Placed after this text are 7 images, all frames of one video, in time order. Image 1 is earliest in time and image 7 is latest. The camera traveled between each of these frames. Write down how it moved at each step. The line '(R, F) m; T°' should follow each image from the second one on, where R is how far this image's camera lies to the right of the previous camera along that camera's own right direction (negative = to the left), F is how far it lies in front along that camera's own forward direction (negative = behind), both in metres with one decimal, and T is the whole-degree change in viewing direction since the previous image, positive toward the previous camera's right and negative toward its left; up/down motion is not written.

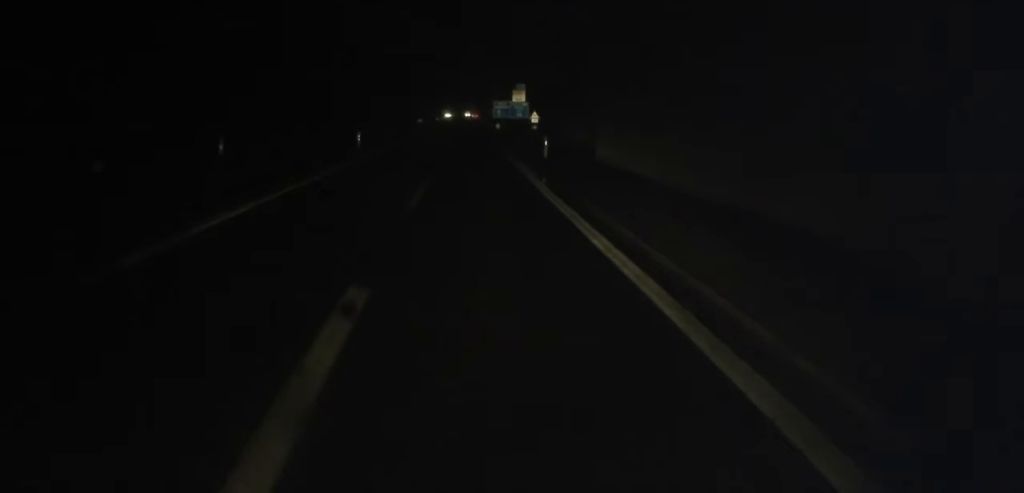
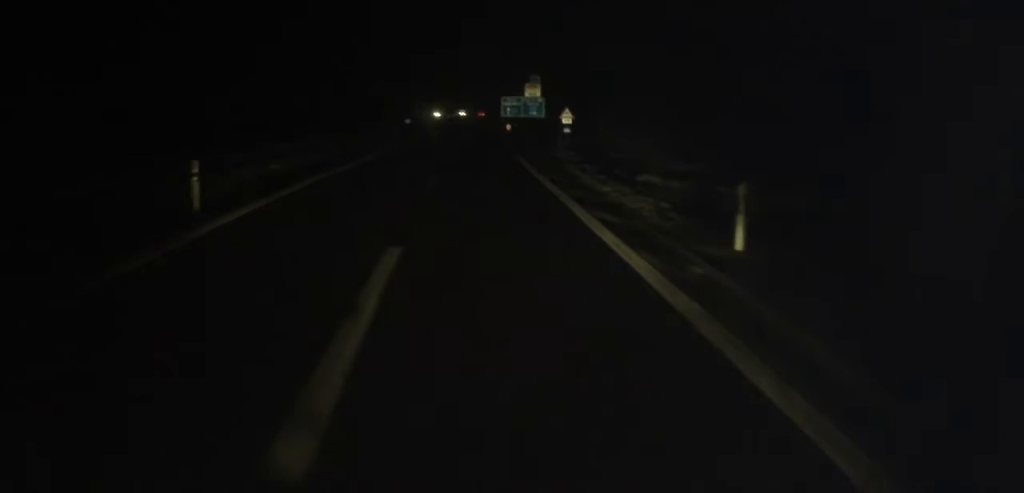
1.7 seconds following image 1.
(-0.2, +22.9) m; -1°
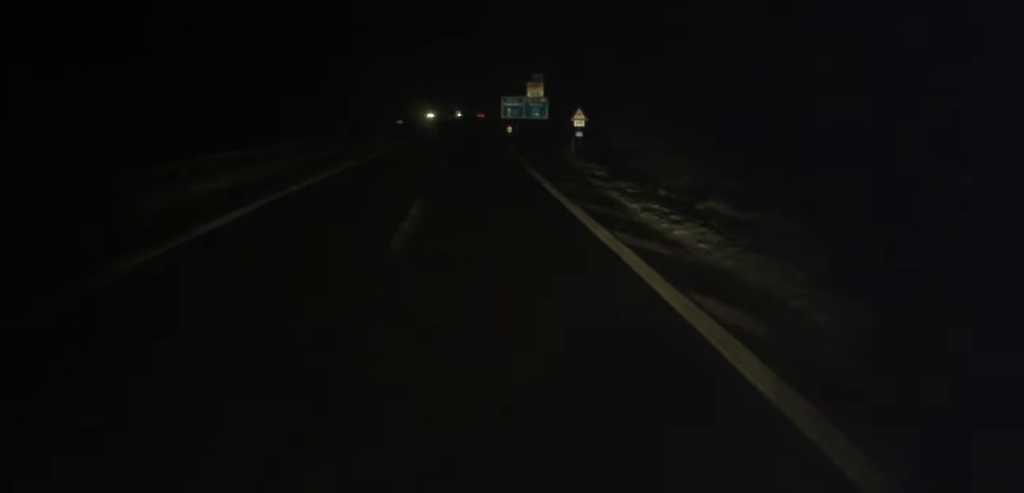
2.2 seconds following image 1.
(0.0, +6.8) m; -1°
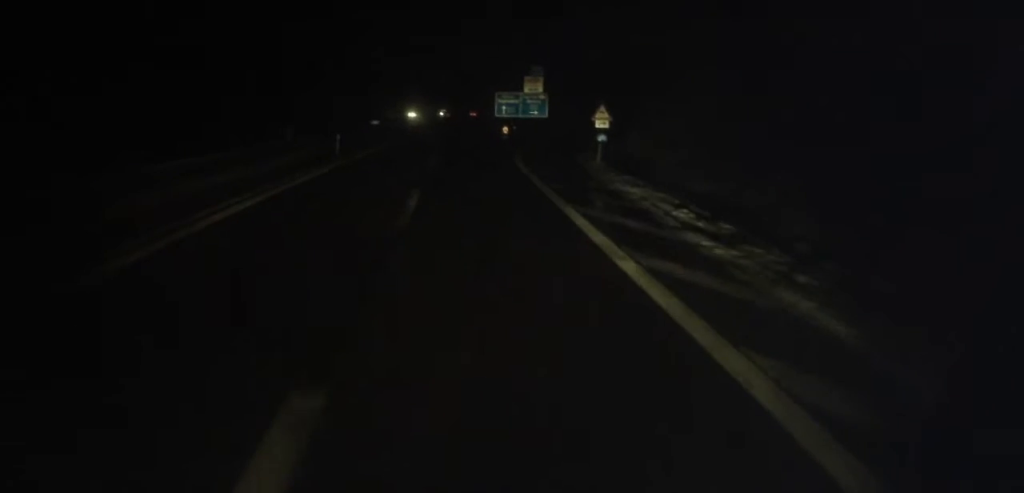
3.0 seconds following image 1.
(-0.1, +11.3) m; +2°
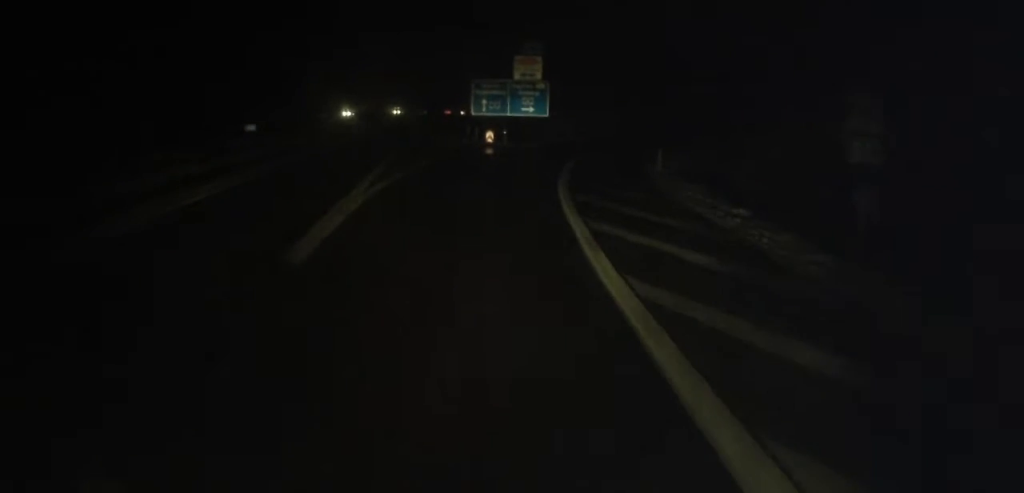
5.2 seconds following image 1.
(+1.1, +26.9) m; +1°
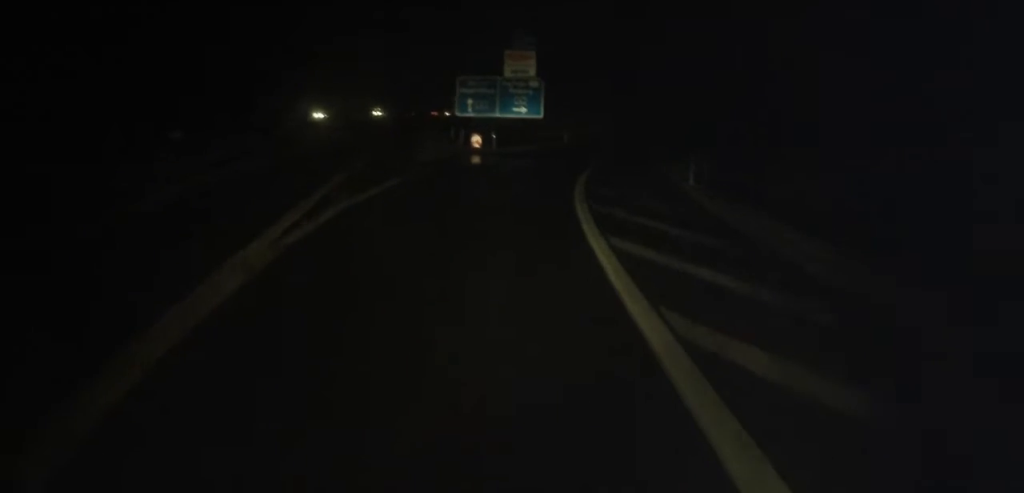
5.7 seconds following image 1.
(-0.1, +6.3) m; 0°
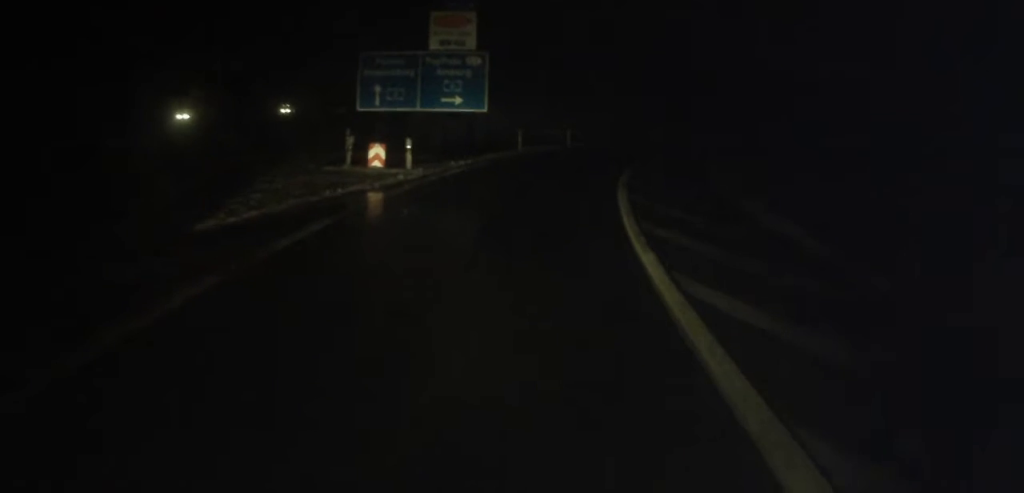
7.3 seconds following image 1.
(+0.6, +16.5) m; +3°
